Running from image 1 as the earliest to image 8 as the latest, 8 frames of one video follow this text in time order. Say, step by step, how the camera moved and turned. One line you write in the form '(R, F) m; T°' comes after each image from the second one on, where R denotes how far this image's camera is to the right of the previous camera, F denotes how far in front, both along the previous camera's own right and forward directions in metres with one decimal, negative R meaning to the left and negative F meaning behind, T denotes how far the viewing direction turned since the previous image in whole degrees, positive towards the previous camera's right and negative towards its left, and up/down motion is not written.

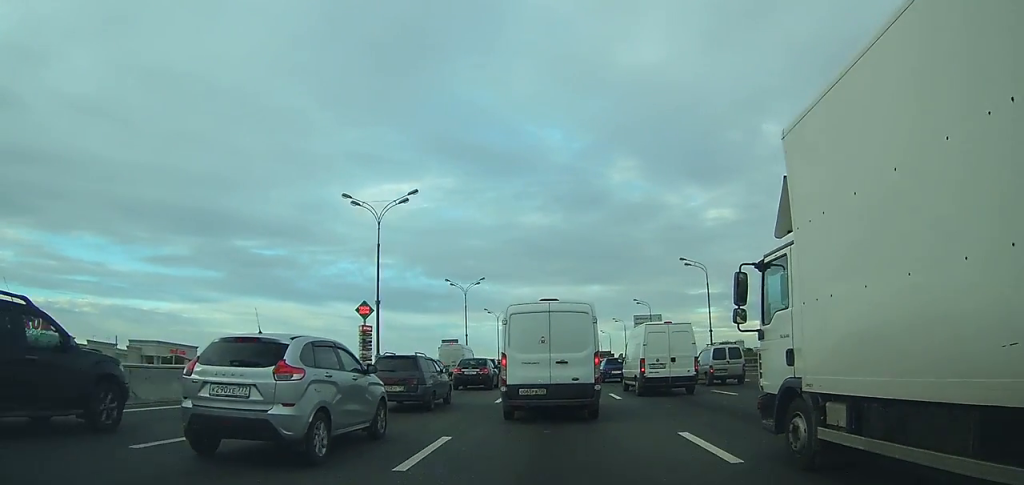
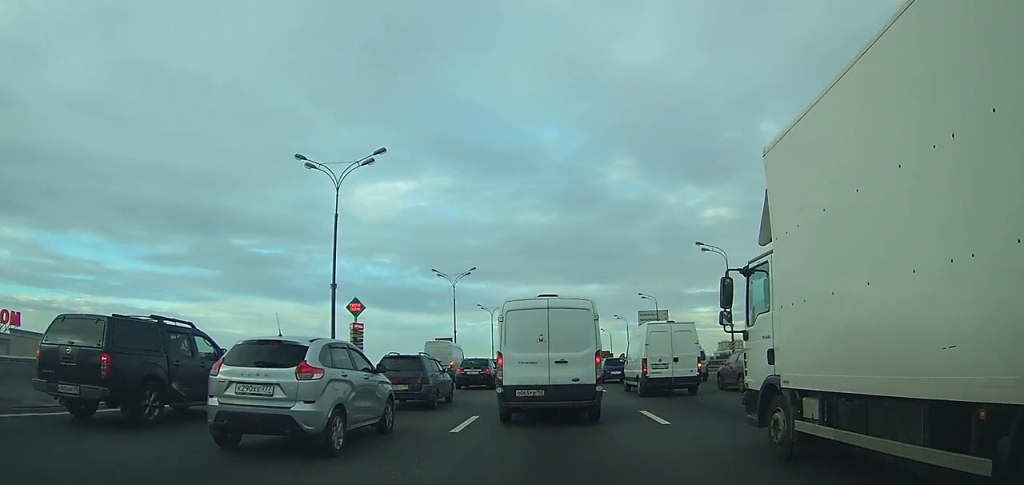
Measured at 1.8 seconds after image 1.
(-0.1, +7.3) m; -1°
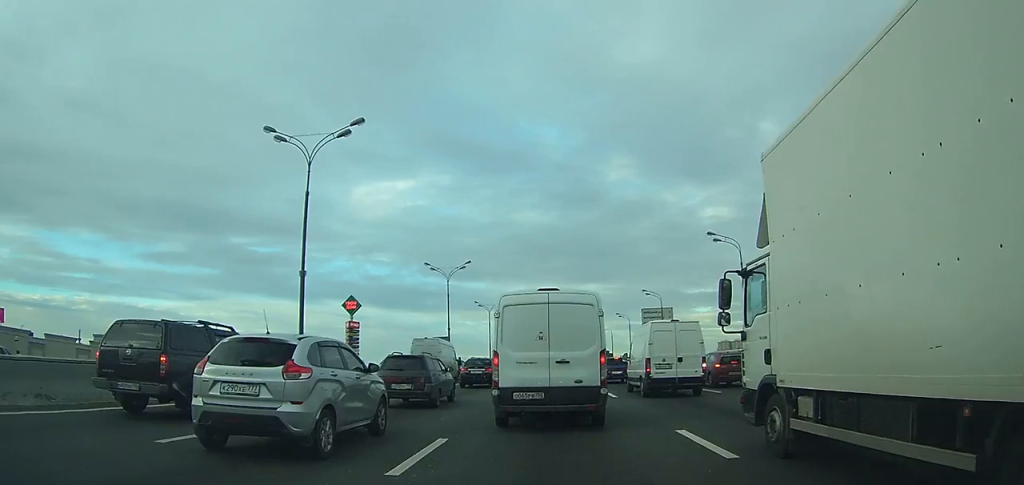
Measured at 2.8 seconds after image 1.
(0.0, +4.0) m; 0°
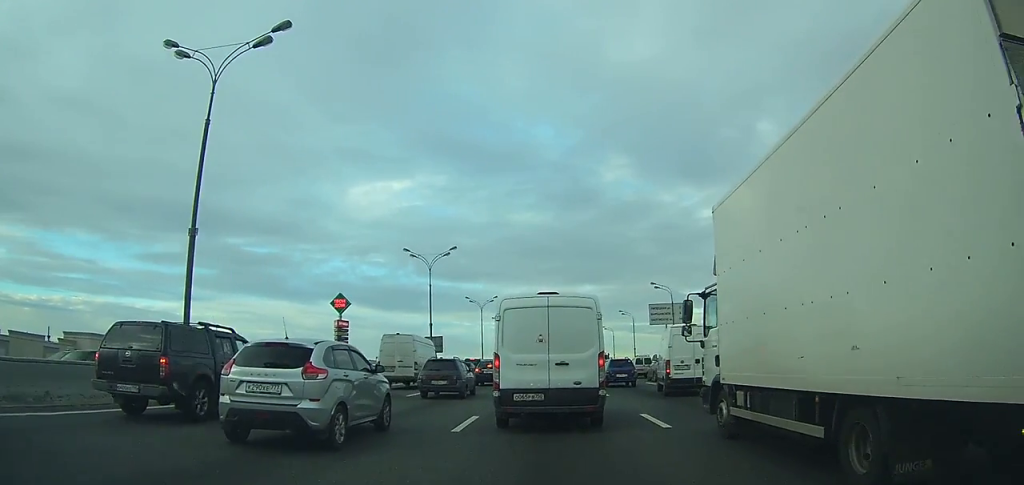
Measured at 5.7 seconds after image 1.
(+0.1, +10.7) m; +1°
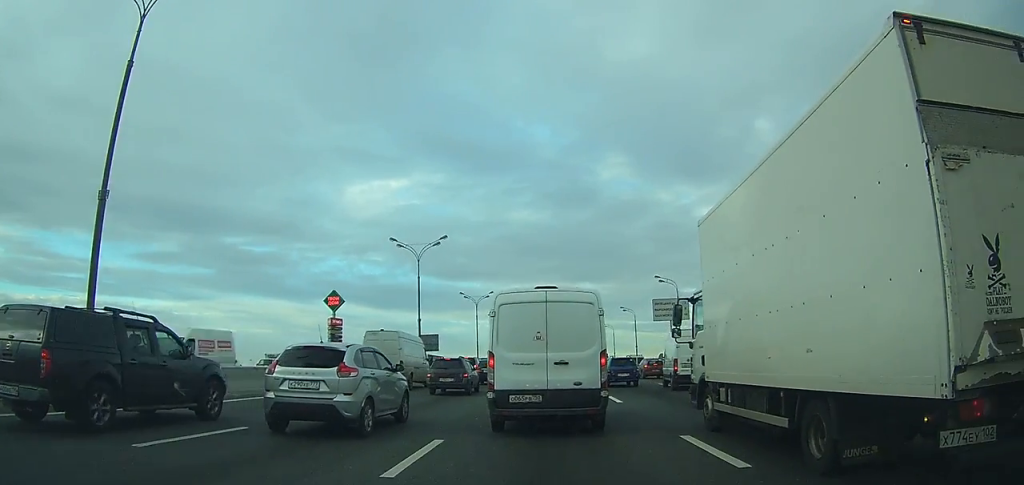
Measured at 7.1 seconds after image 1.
(0.0, +4.3) m; +1°
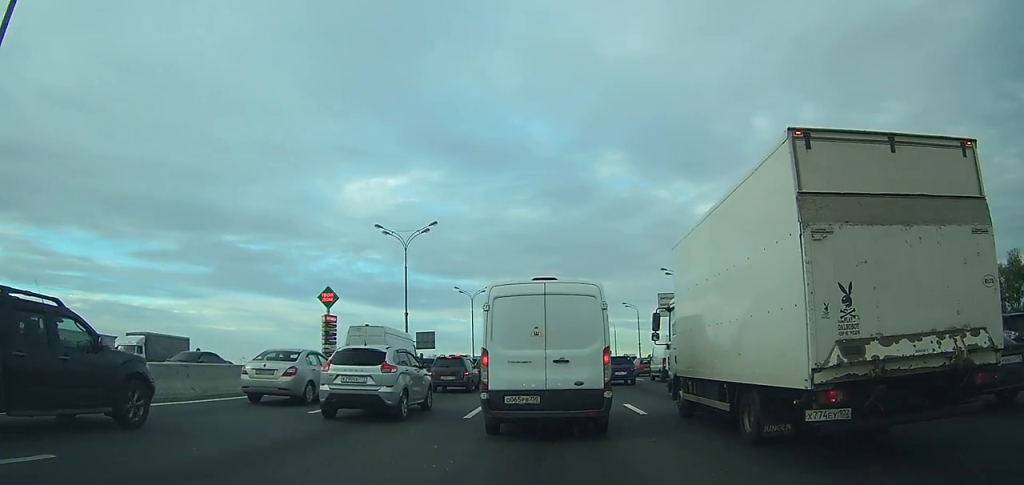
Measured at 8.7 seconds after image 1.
(0.0, +4.5) m; +1°
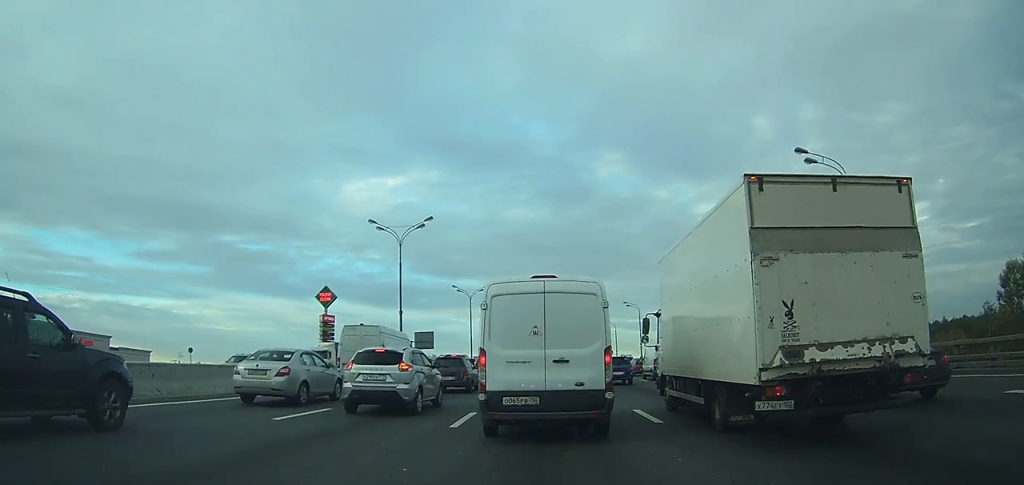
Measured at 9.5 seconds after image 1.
(+0.1, +1.8) m; 0°
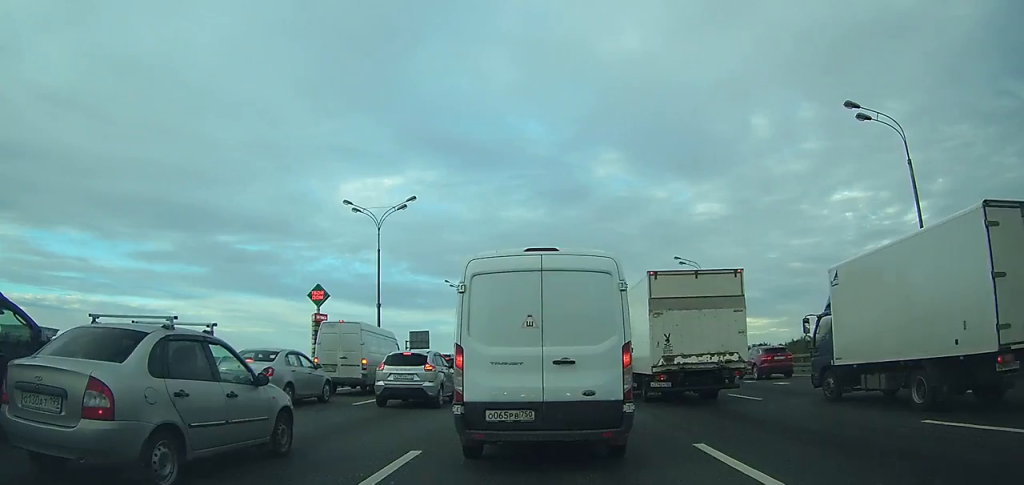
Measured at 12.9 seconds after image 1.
(-0.1, +6.6) m; -2°
